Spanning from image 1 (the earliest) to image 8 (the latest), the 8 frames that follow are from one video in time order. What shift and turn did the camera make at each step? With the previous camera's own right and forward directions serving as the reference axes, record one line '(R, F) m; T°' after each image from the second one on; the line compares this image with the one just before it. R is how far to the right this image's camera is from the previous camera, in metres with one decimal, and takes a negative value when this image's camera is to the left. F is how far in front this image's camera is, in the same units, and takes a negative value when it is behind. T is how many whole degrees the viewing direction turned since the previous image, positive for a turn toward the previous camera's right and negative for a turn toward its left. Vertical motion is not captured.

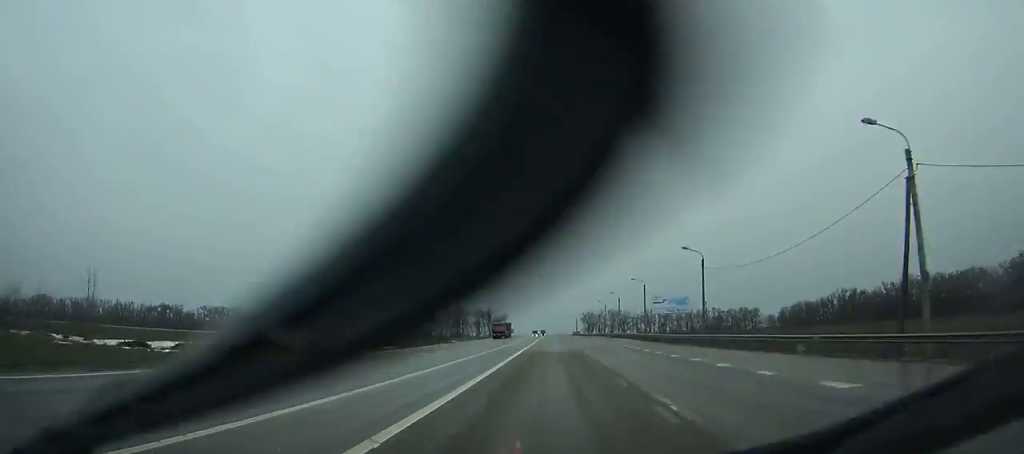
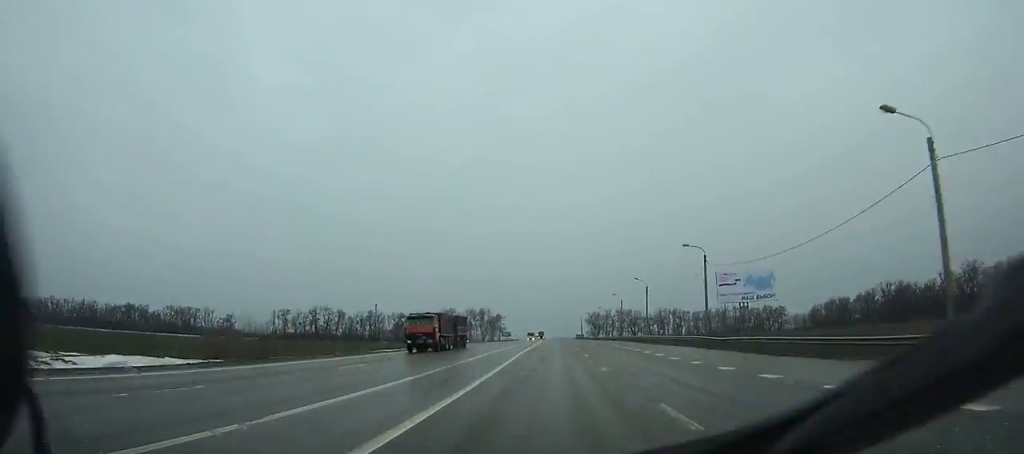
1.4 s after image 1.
(+0.1, +38.1) m; 0°
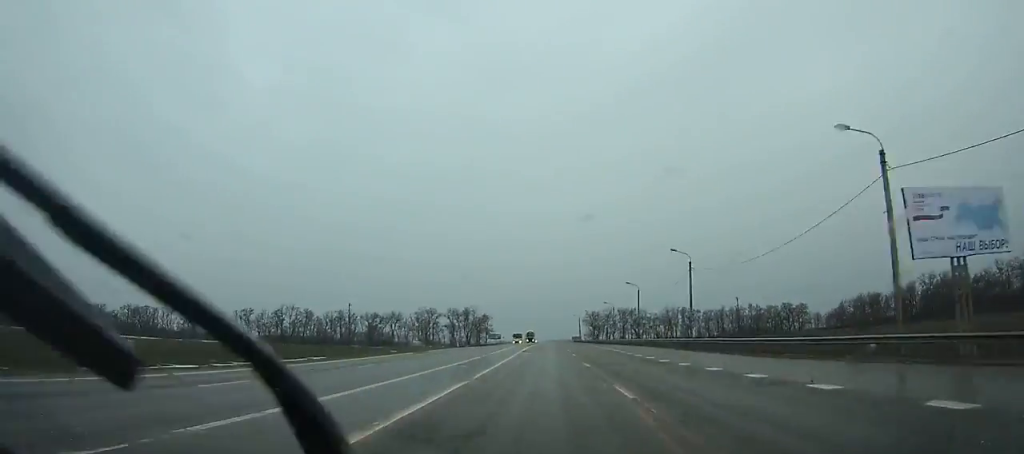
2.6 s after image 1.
(+0.1, +32.8) m; 0°
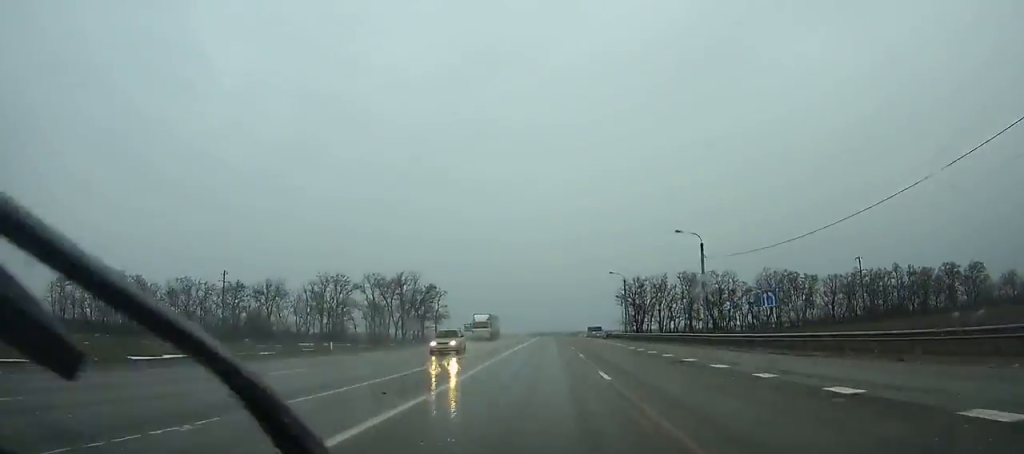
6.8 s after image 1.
(-0.2, +116.2) m; 0°
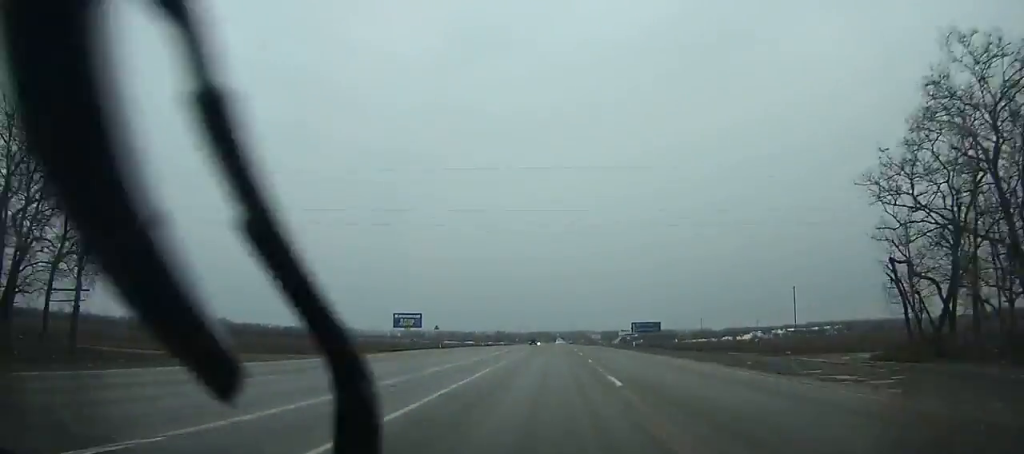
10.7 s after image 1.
(0.0, +108.2) m; 0°
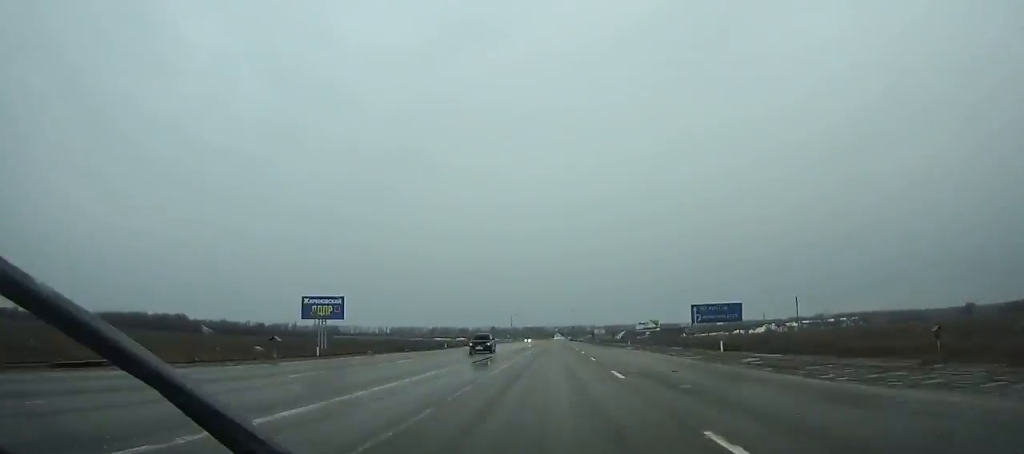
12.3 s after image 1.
(0.0, +44.2) m; 0°
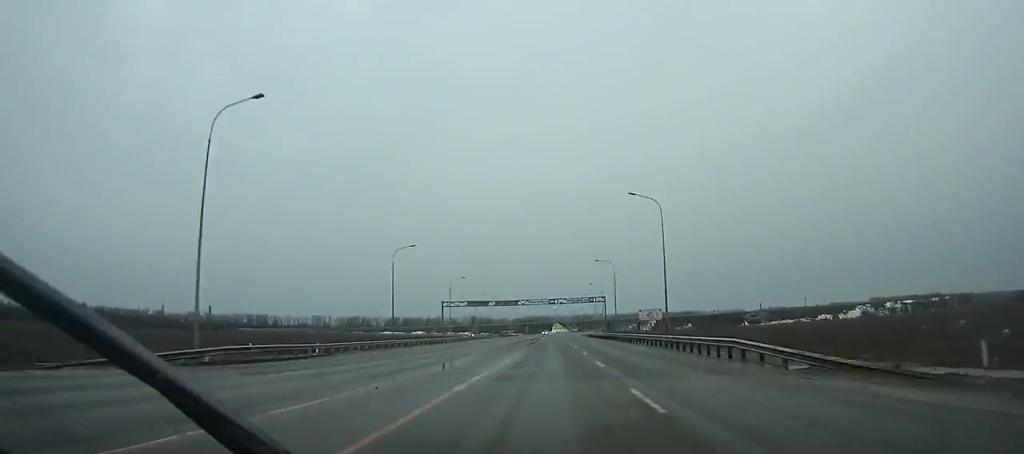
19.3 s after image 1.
(+0.3, +188.1) m; 0°
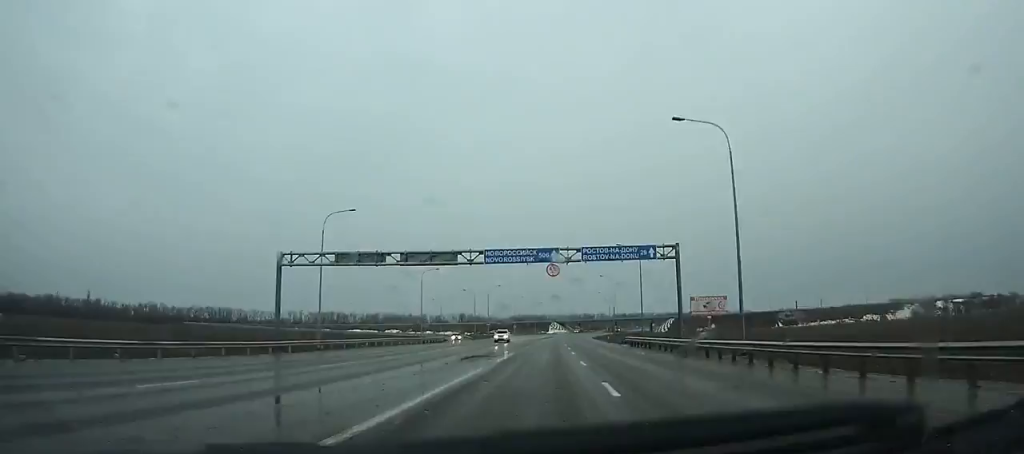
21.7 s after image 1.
(0.0, +63.2) m; 0°
